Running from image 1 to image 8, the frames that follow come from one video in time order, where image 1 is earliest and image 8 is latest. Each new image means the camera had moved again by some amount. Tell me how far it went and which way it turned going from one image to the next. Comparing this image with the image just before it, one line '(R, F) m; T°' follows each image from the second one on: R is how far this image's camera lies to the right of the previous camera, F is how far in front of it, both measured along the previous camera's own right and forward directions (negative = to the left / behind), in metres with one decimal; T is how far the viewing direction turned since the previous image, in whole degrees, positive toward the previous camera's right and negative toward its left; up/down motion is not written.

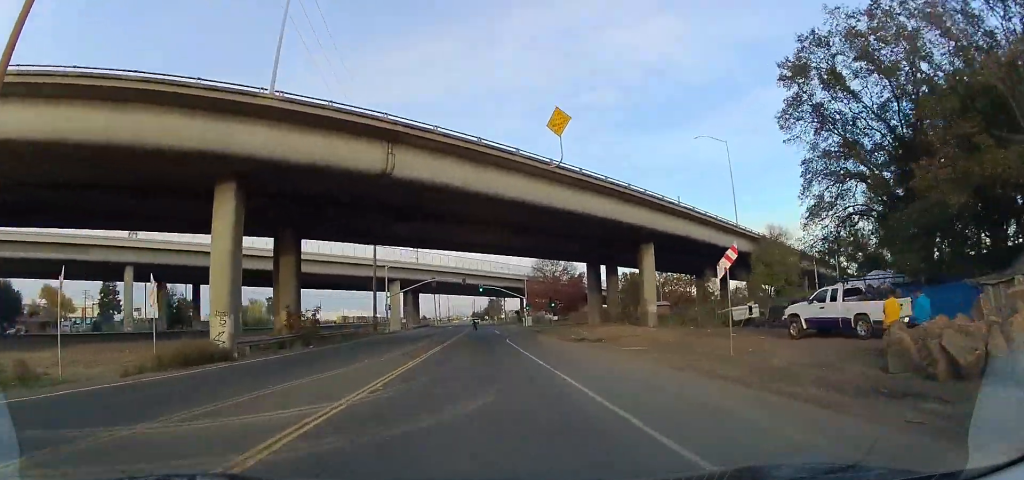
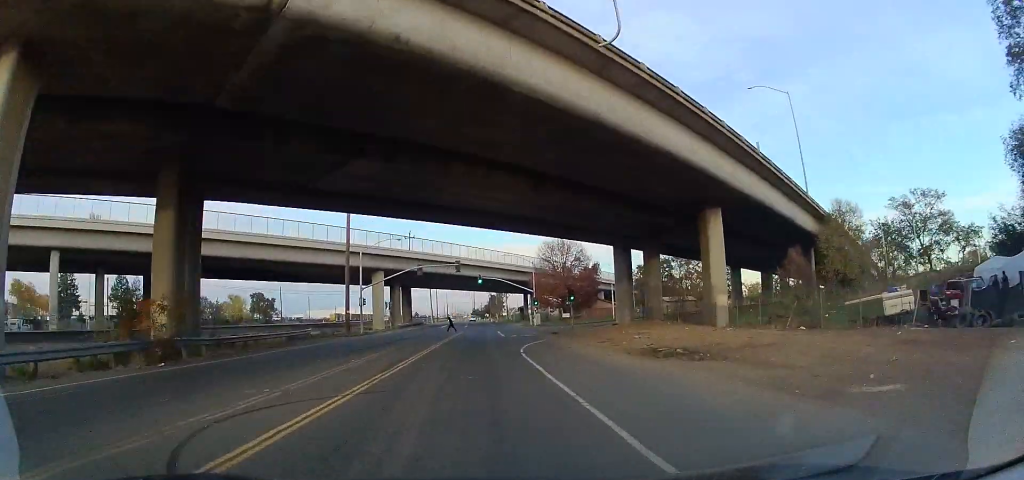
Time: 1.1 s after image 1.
(-0.1, +15.2) m; +2°
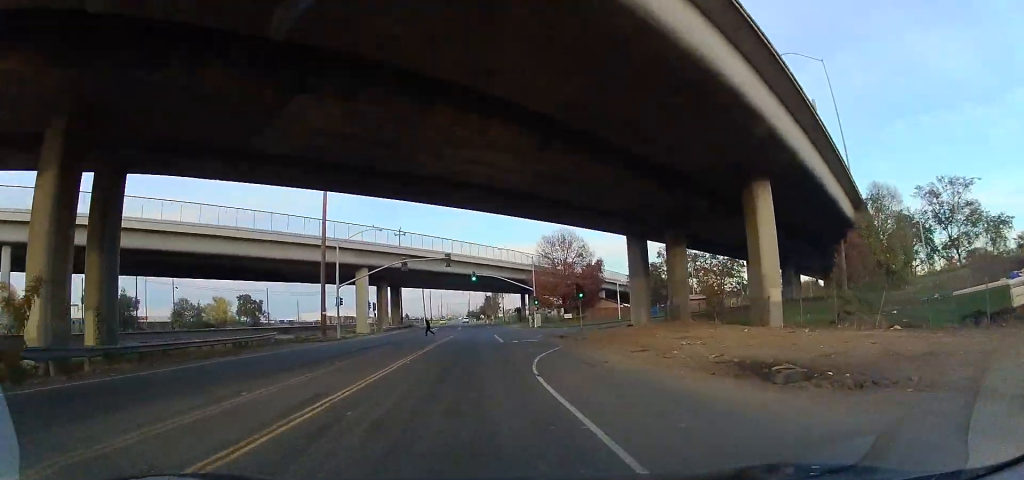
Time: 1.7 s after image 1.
(-0.1, +7.6) m; +3°
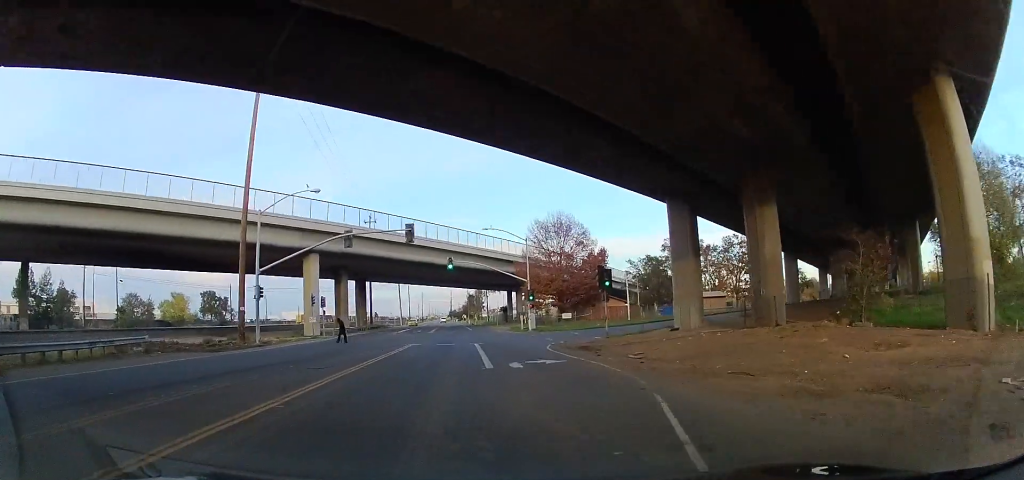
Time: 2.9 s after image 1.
(+0.8, +15.5) m; +2°
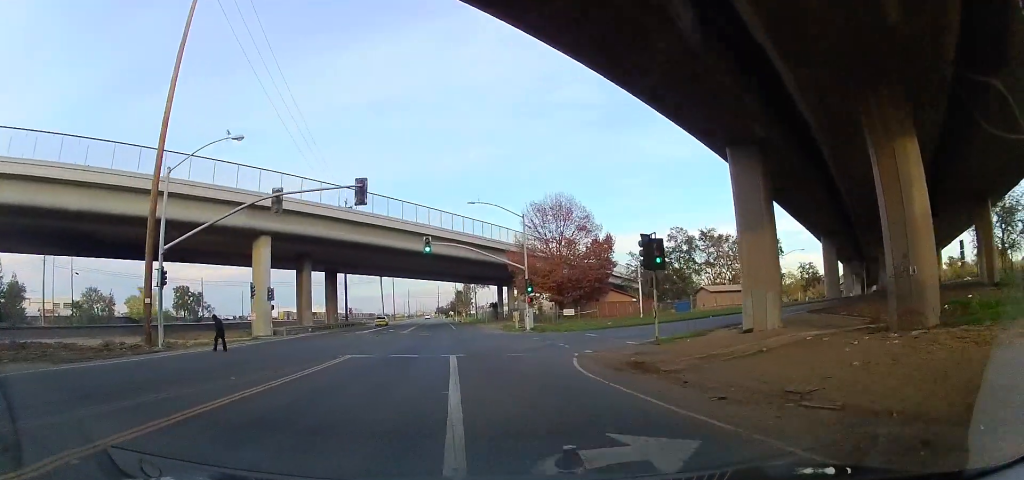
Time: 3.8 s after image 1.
(-0.3, +11.6) m; -2°
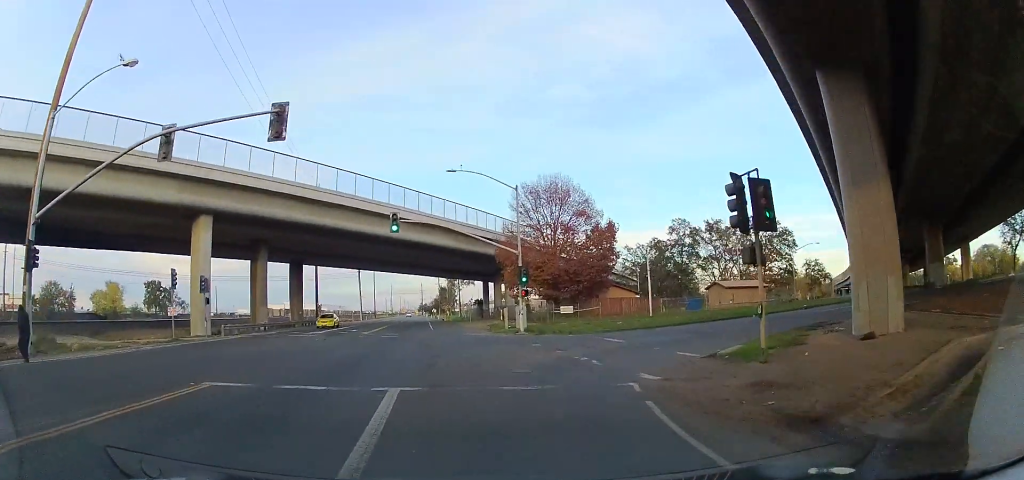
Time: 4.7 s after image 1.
(-0.1, +10.0) m; -2°
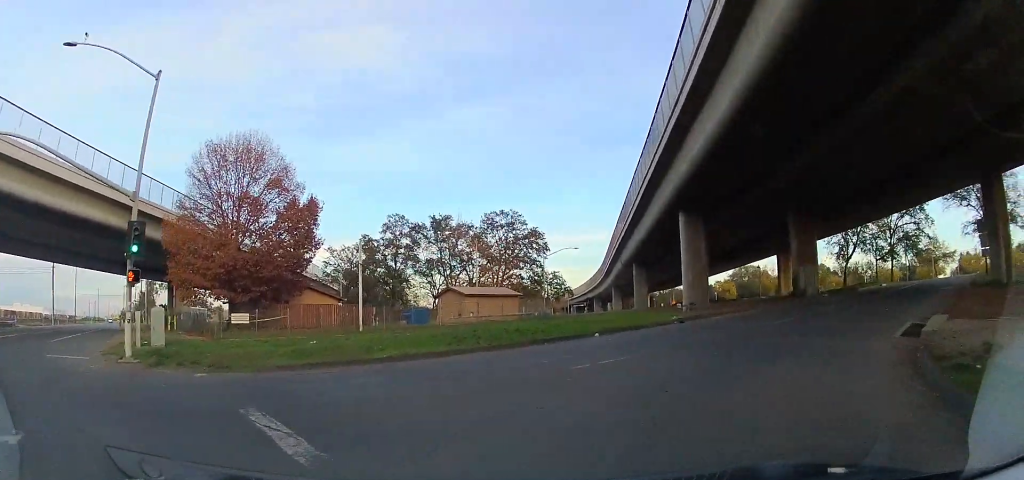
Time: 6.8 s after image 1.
(+1.5, +20.4) m; +23°
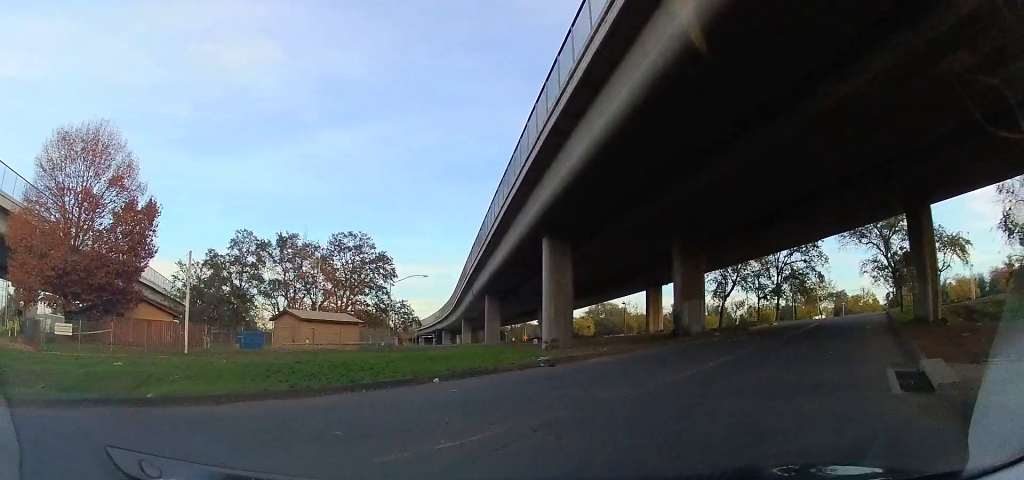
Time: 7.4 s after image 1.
(+1.0, +4.5) m; +12°
